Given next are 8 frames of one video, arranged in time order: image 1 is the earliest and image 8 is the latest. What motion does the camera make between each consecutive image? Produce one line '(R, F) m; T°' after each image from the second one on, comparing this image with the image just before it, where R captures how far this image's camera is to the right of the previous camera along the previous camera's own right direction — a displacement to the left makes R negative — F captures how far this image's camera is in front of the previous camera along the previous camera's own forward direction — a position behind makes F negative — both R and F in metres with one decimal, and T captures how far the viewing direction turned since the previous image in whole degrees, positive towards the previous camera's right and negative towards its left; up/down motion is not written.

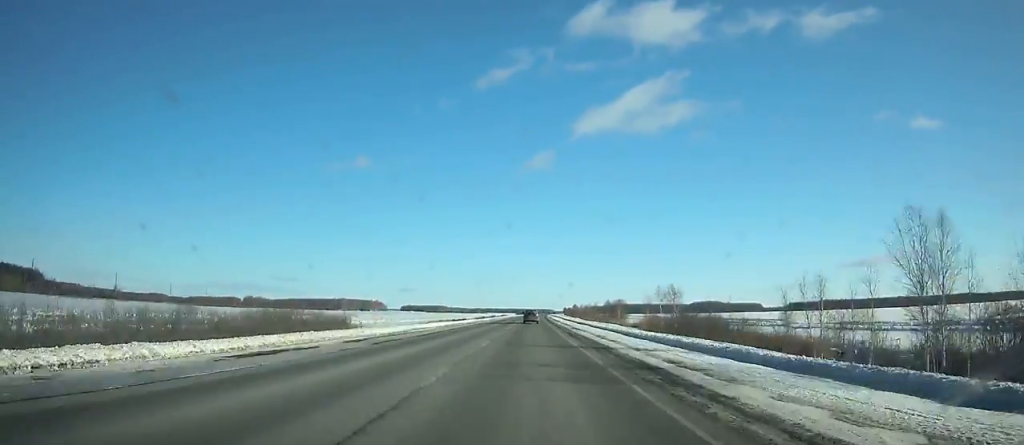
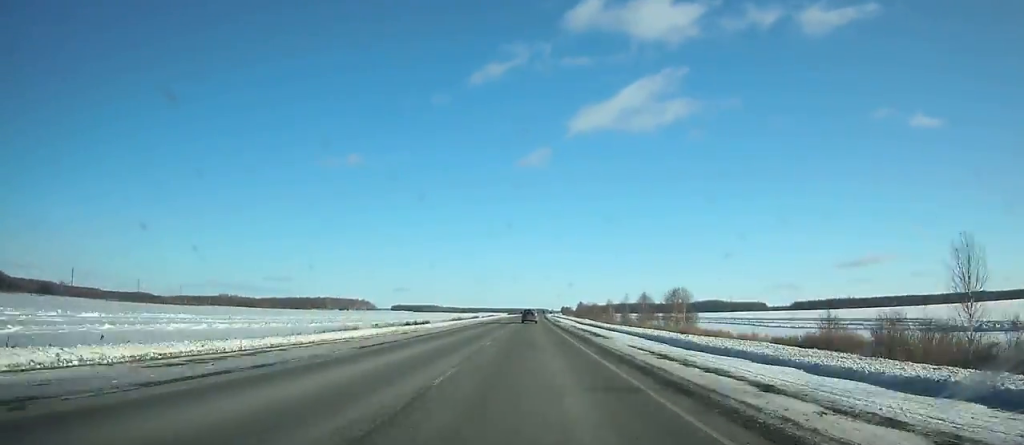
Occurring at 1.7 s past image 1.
(+0.2, +61.0) m; 0°
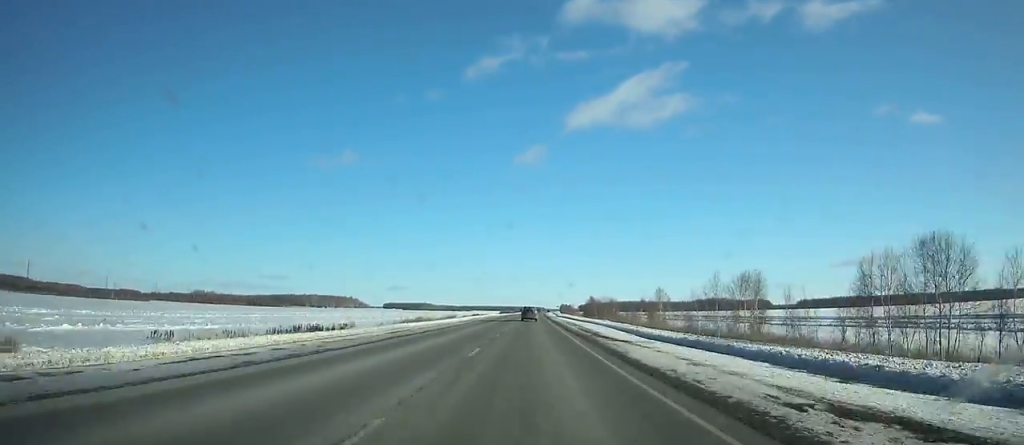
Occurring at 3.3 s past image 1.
(+0.1, +58.4) m; 0°
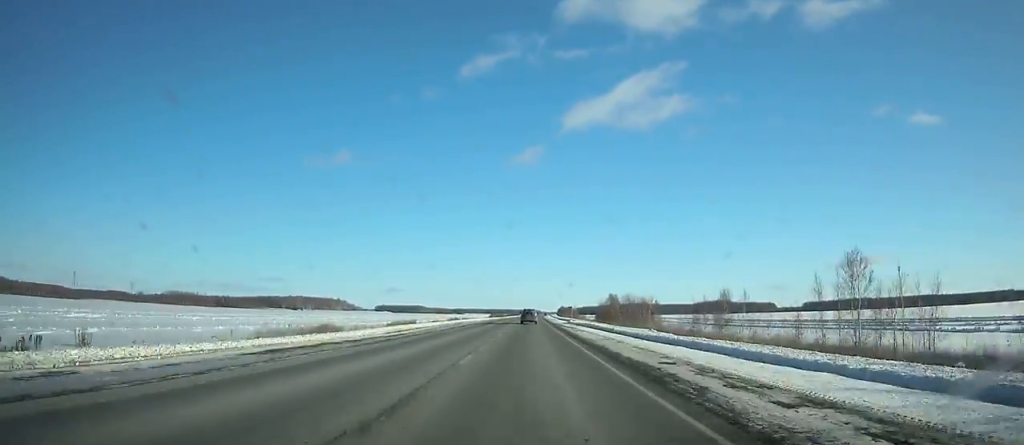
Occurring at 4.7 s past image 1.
(+0.3, +49.6) m; 0°
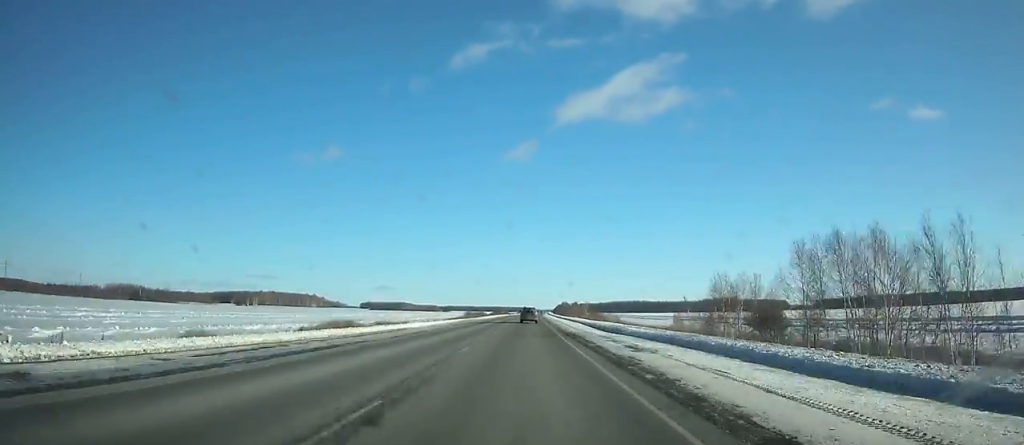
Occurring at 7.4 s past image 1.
(+0.6, +93.6) m; +1°
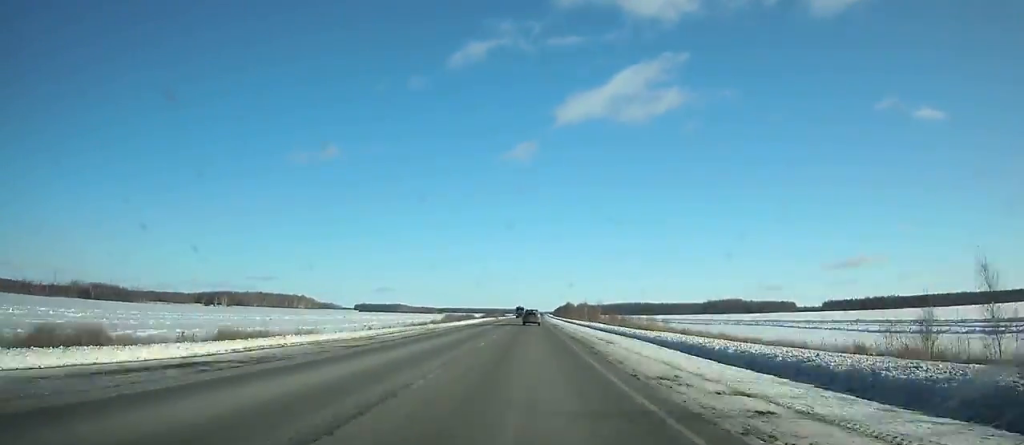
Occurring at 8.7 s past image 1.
(+0.2, +43.7) m; 0°
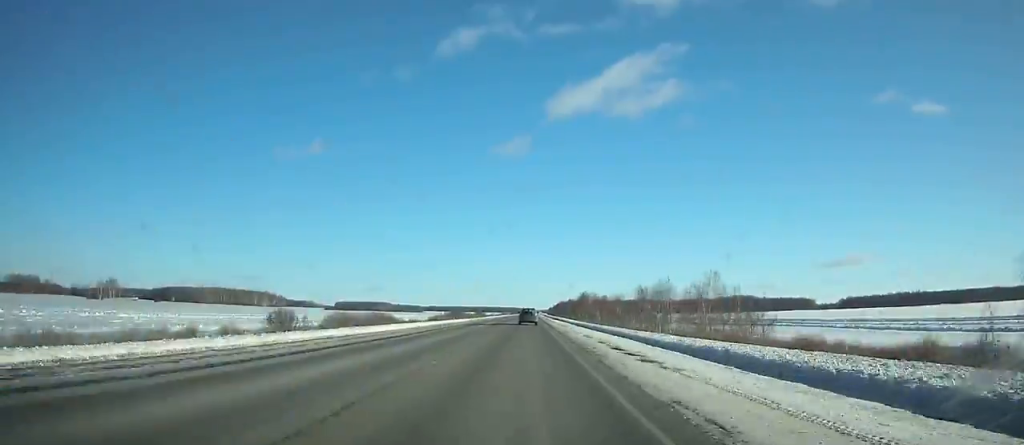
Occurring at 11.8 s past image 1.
(+0.7, +105.3) m; 0°
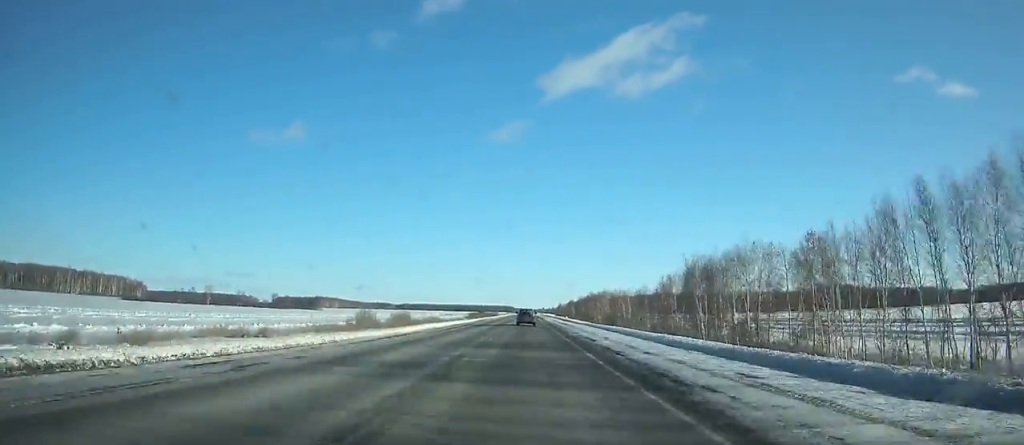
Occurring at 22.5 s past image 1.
(+1.9, +359.5) m; +1°
